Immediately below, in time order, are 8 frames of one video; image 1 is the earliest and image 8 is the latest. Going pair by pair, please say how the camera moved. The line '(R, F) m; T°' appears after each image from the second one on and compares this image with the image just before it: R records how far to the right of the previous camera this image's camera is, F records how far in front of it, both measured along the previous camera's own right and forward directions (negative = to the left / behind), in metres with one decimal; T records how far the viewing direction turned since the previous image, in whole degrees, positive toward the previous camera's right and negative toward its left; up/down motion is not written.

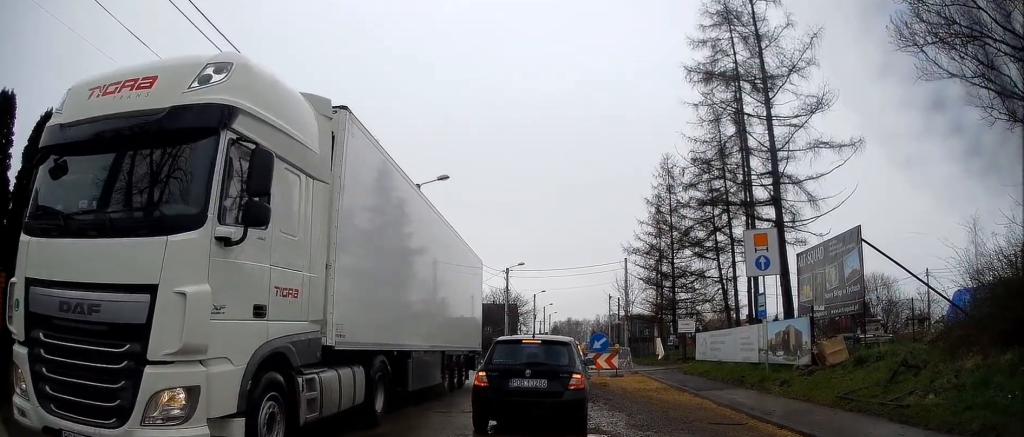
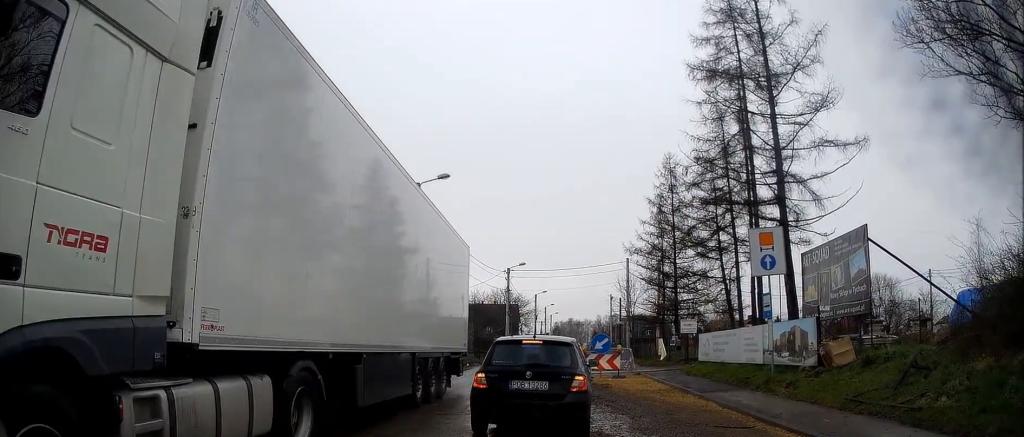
(0.0, 0.0) m; 0°
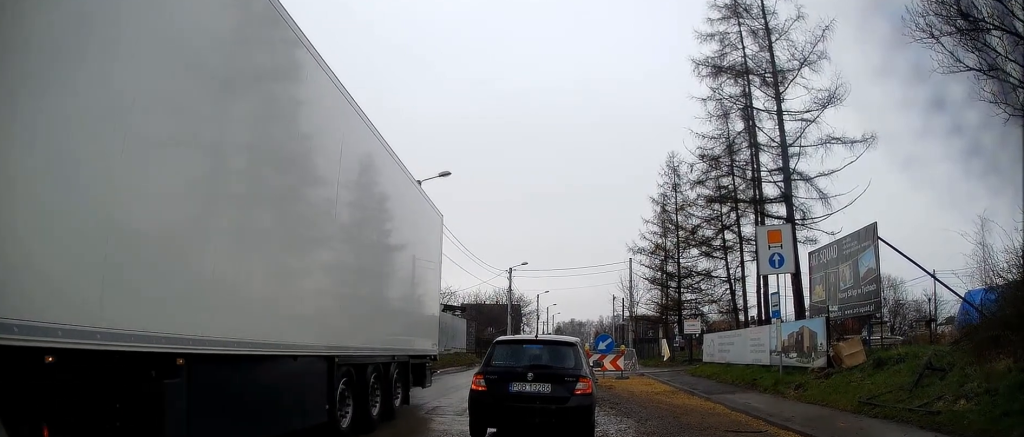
(0.0, 0.0) m; 0°
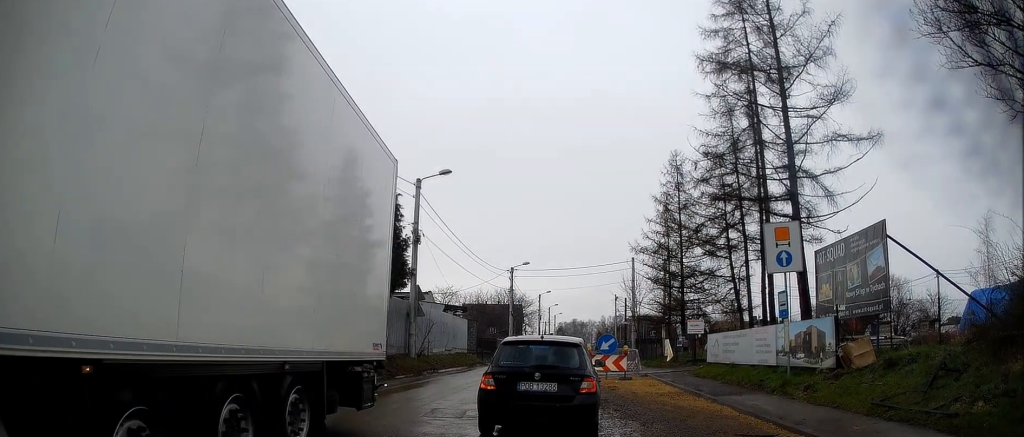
(0.0, 0.0) m; 0°
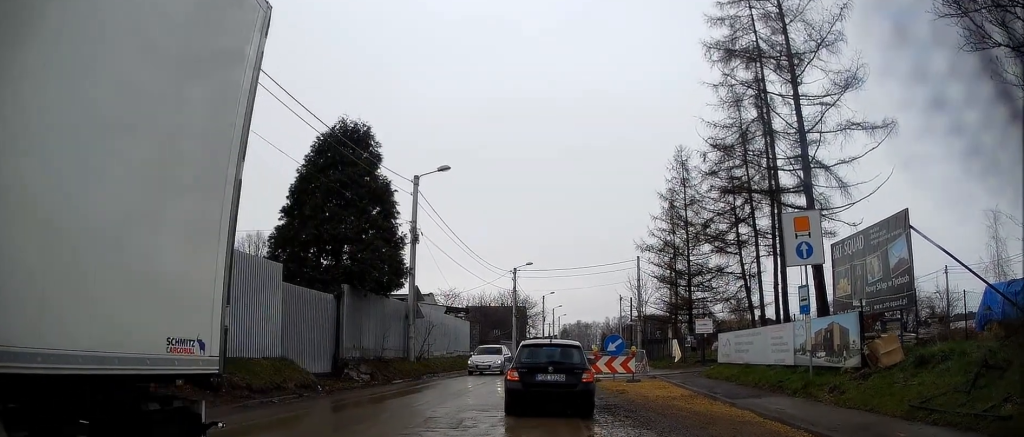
(0.0, 0.0) m; 0°
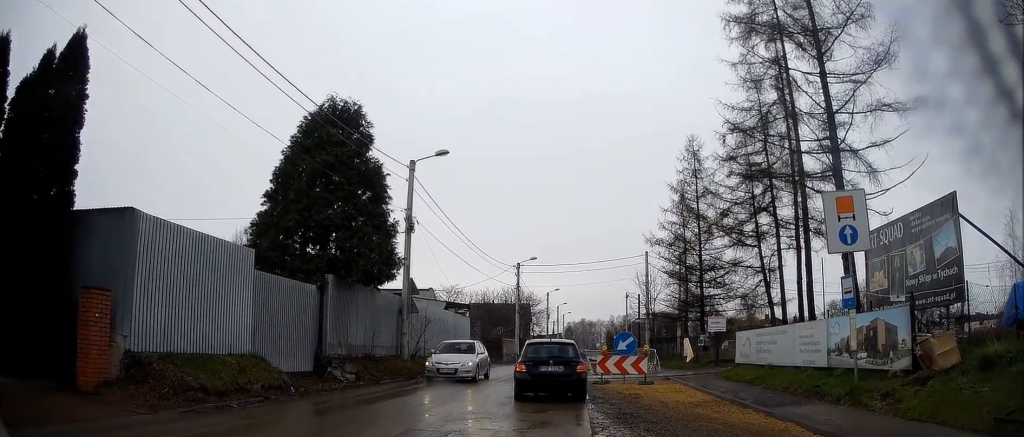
(-0.5, +0.8) m; -6°
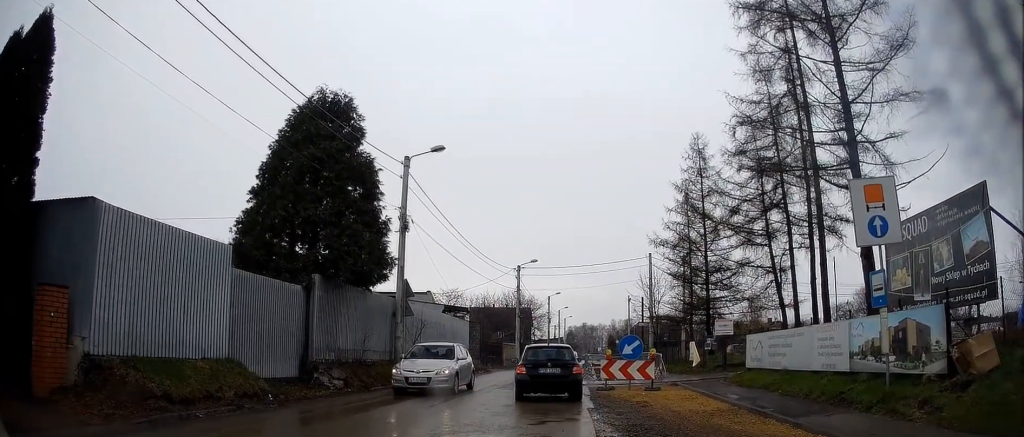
(+0.1, +1.2) m; 0°
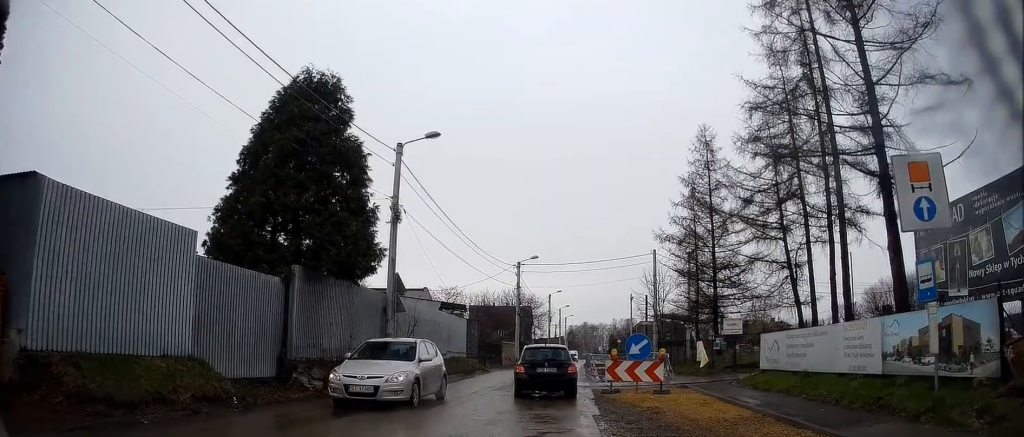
(+0.2, +1.7) m; +2°
